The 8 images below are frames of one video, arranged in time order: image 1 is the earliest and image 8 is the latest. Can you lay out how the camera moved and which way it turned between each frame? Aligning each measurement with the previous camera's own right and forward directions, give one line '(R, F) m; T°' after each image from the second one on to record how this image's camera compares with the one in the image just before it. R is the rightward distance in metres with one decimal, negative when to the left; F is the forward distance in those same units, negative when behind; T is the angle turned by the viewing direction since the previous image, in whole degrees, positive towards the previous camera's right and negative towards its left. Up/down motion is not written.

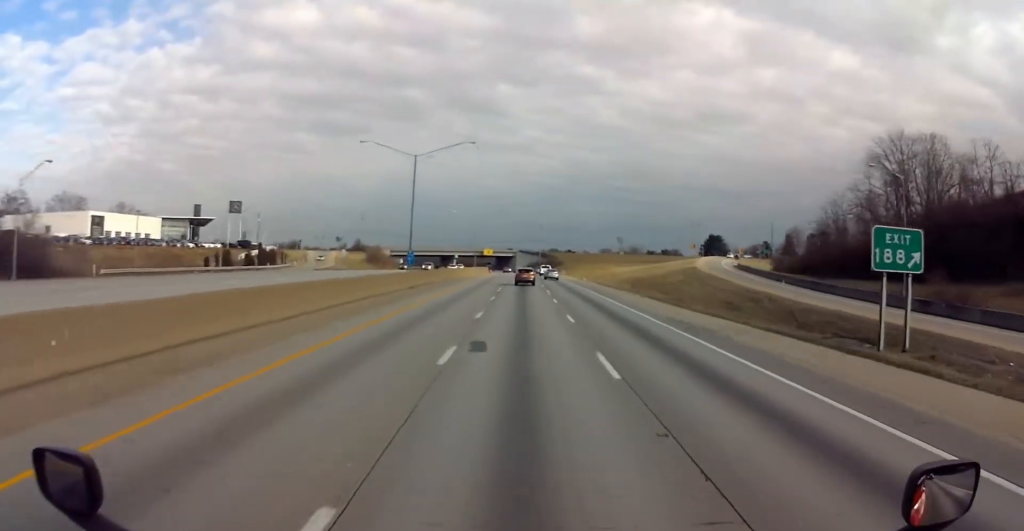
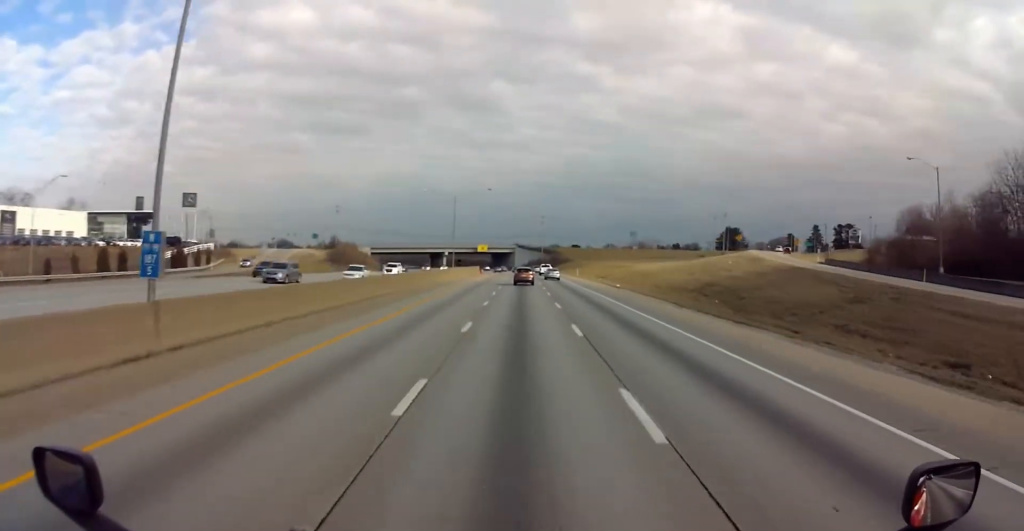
(0.0, +41.5) m; 0°
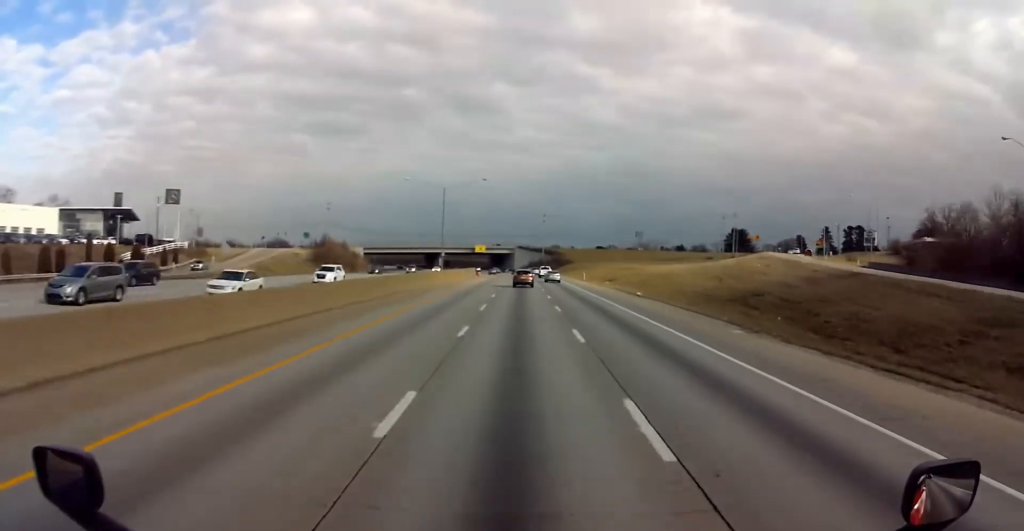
(0.0, +13.2) m; 0°
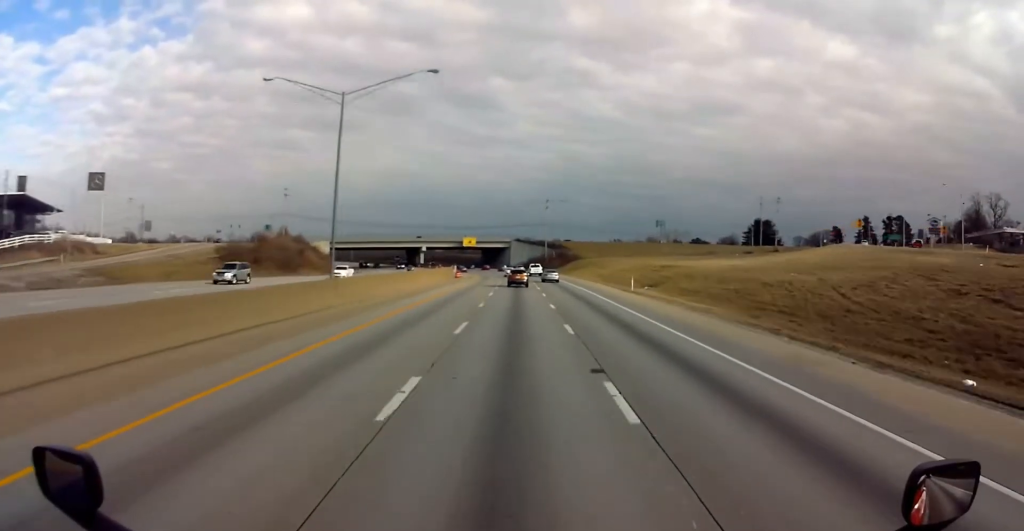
(0.0, +47.2) m; 0°
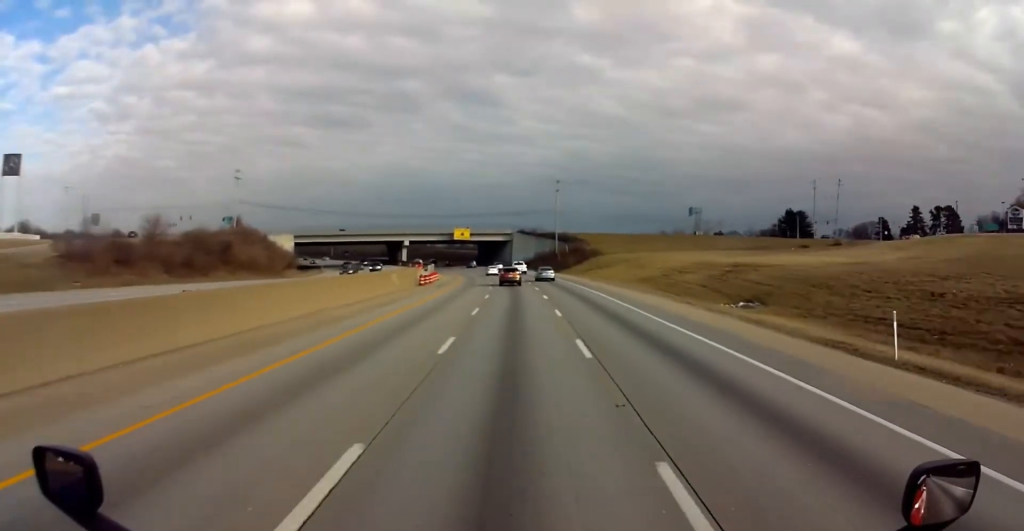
(0.0, +41.3) m; 0°
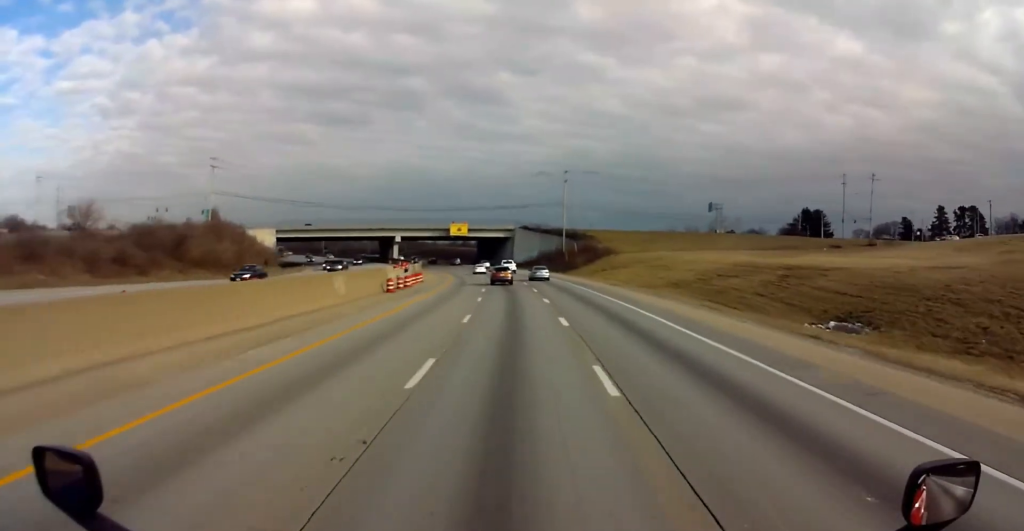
(+0.1, +16.9) m; 0°
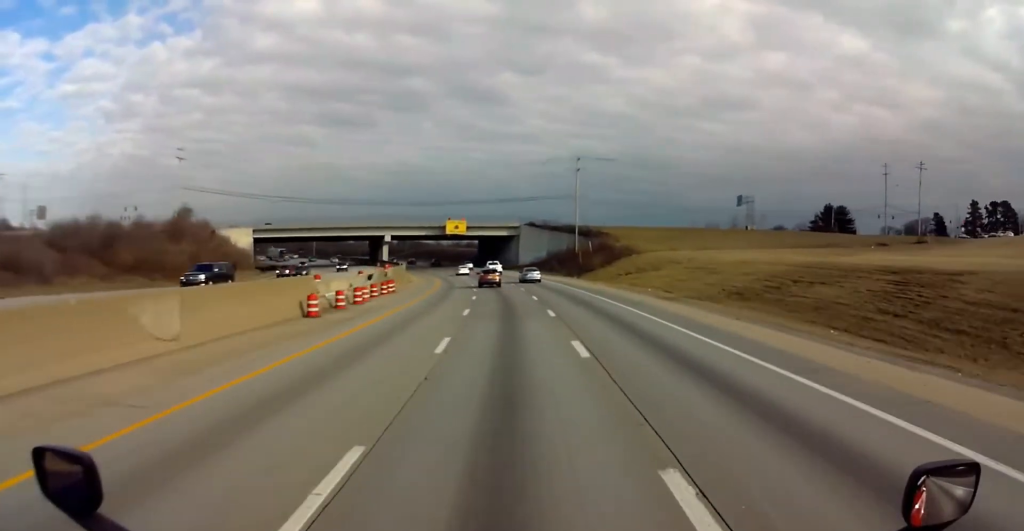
(0.0, +19.7) m; 0°
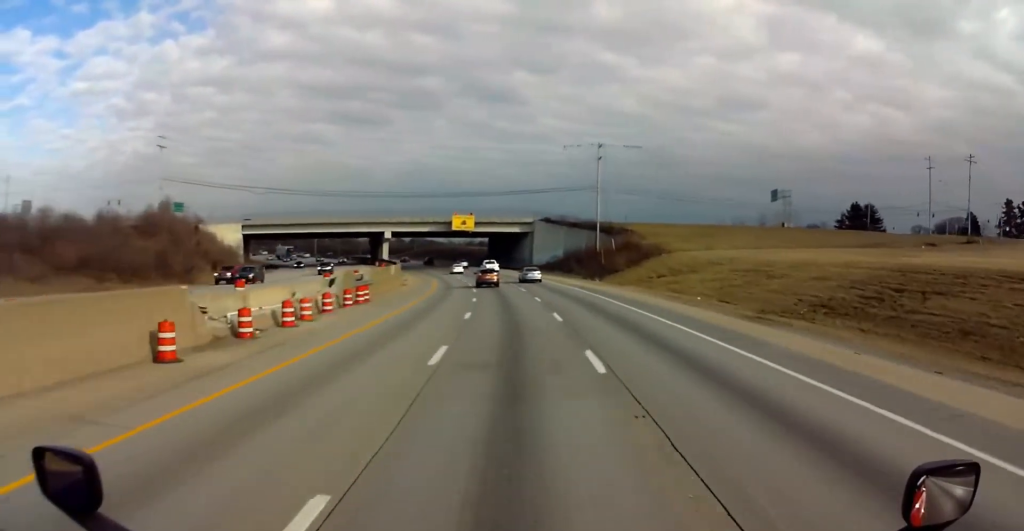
(0.0, +14.0) m; -1°
